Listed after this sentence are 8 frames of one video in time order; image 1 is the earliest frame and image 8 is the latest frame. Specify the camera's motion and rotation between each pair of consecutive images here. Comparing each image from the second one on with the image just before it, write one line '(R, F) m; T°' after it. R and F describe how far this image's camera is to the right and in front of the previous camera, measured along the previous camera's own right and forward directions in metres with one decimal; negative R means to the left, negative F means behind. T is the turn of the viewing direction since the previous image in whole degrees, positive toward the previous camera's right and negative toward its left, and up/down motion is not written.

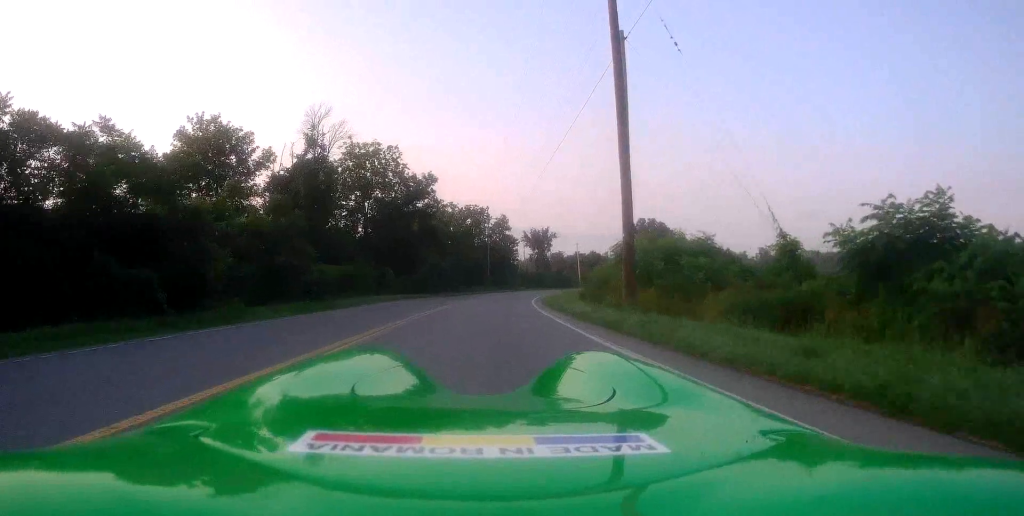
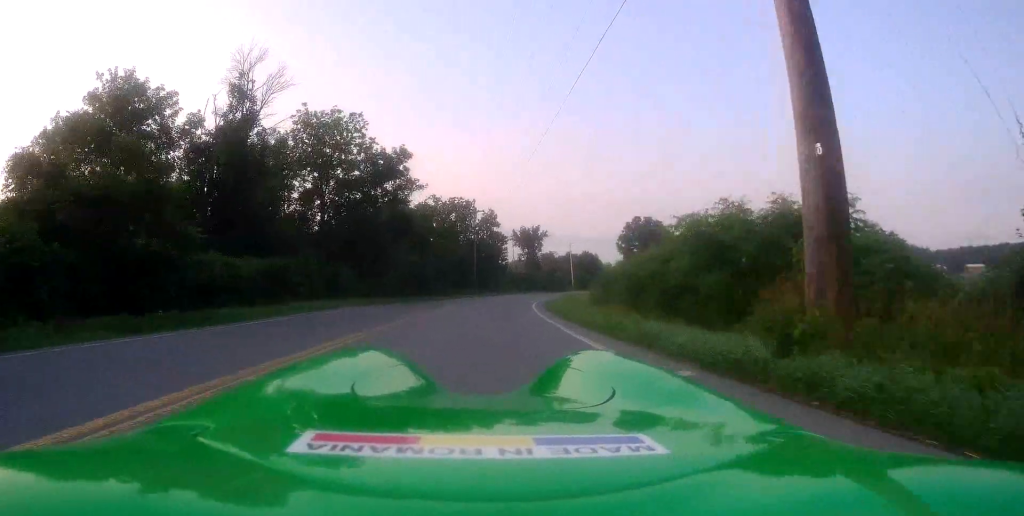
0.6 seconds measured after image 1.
(+0.1, +9.5) m; +1°
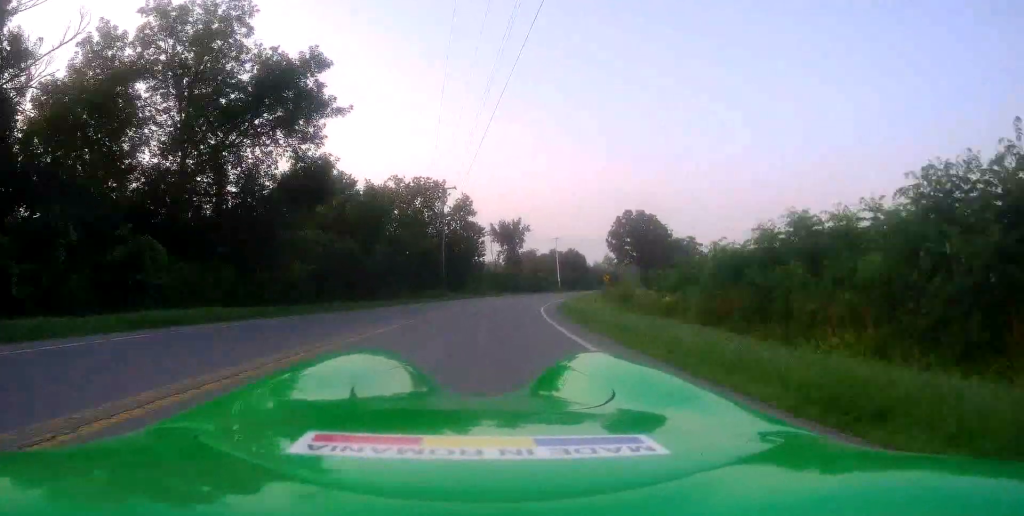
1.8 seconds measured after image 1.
(+0.2, +17.0) m; +3°
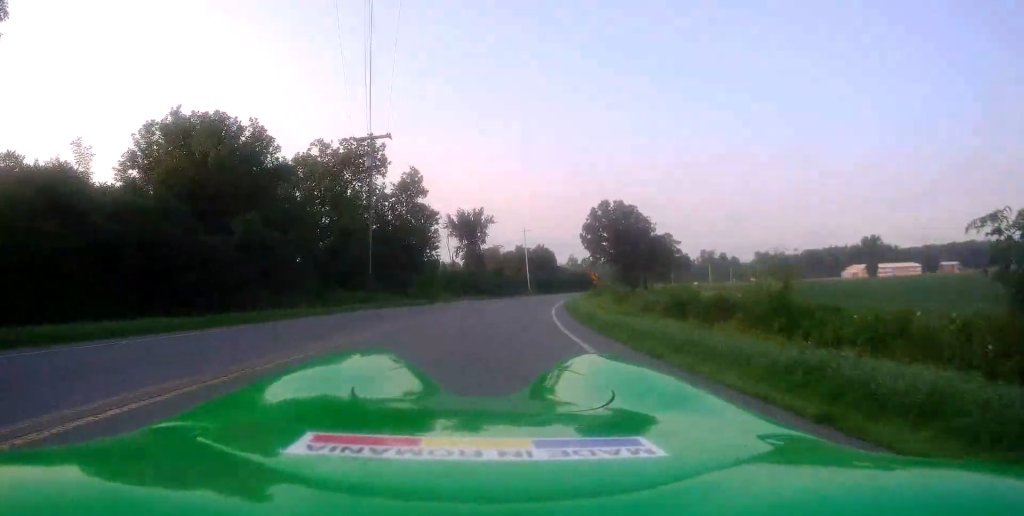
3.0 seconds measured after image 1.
(+1.0, +18.9) m; +5°
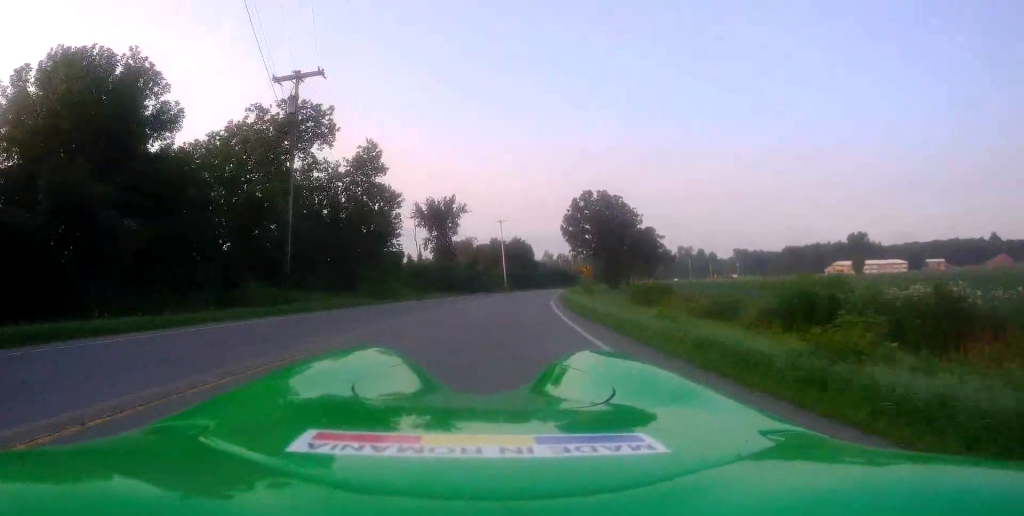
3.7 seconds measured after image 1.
(+0.2, +10.8) m; +1°
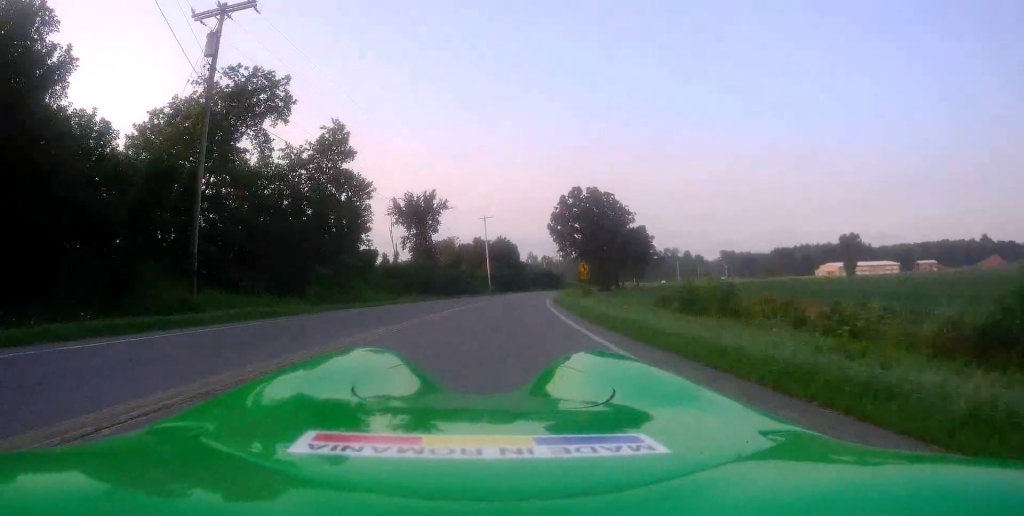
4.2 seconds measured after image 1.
(0.0, +7.0) m; +1°
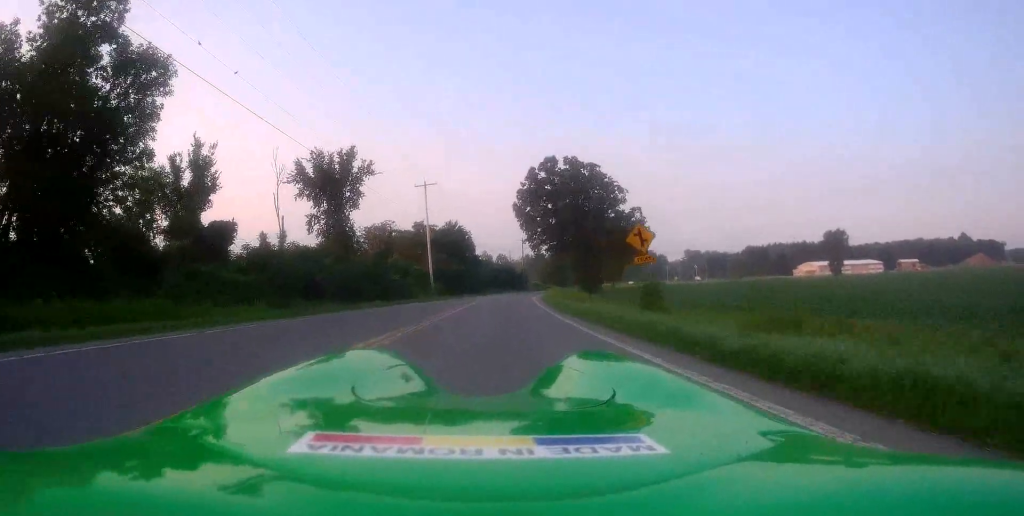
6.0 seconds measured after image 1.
(+0.4, +28.2) m; +5°
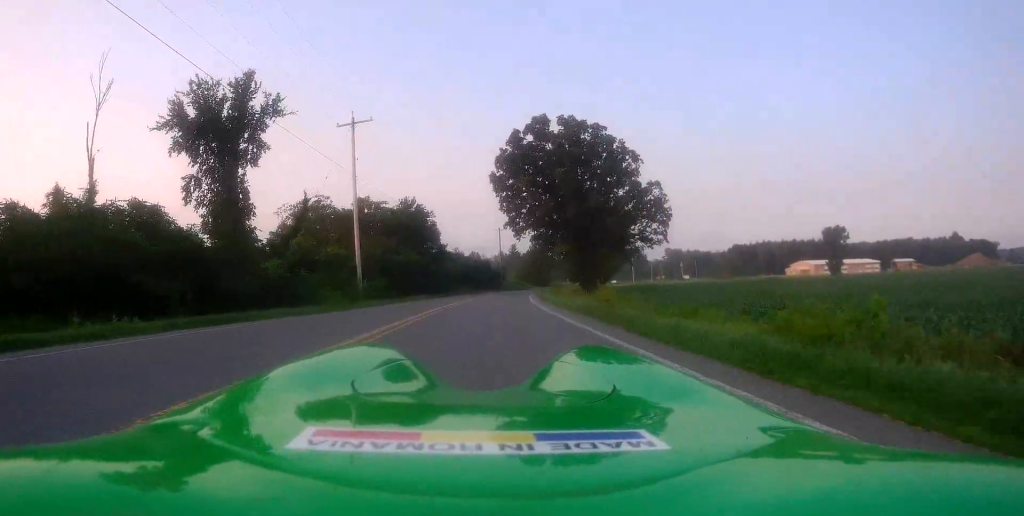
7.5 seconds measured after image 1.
(+1.5, +22.4) m; +4°
